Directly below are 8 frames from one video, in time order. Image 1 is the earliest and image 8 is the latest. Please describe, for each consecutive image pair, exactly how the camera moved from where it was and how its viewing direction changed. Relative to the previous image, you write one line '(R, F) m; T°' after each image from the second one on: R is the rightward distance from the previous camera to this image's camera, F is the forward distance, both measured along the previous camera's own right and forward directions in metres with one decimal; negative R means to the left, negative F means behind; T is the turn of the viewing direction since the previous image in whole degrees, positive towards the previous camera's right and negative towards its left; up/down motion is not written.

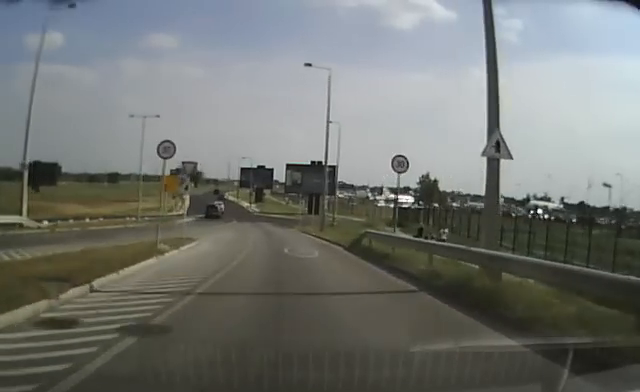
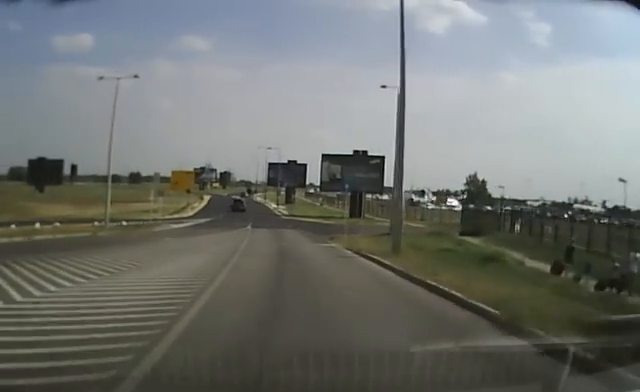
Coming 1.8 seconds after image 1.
(-0.5, +20.1) m; -2°
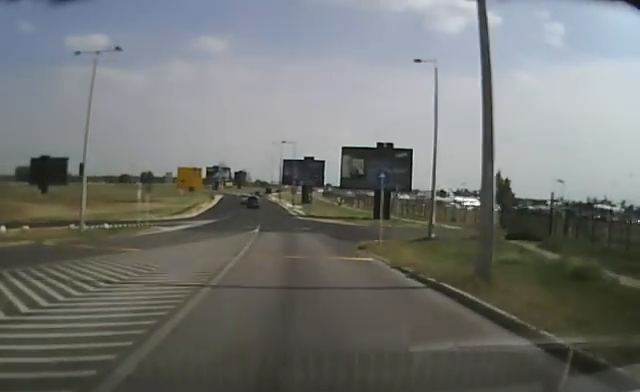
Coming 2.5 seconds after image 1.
(-0.1, +8.1) m; -1°
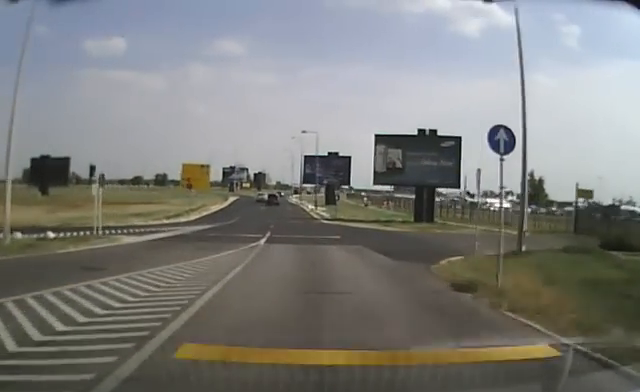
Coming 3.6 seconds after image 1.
(-0.1, +12.0) m; -1°
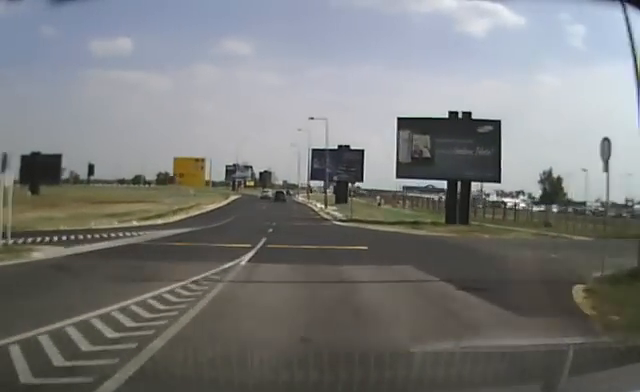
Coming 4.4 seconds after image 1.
(-0.1, +9.4) m; 0°
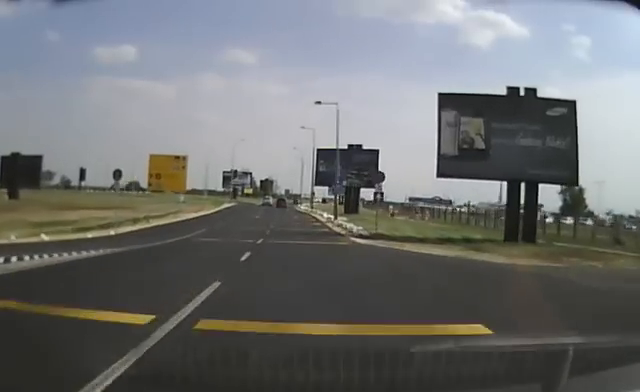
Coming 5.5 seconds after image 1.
(+0.1, +13.1) m; 0°
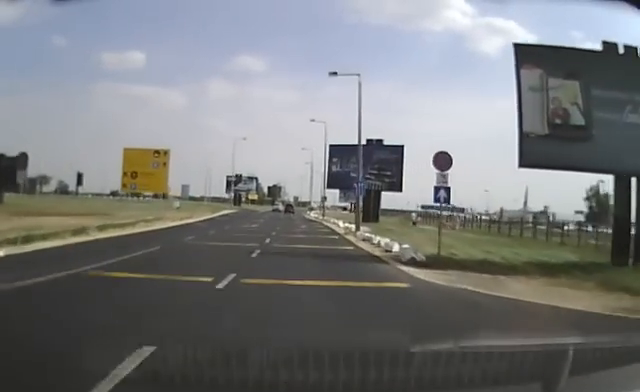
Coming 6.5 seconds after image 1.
(-0.1, +12.5) m; -1°
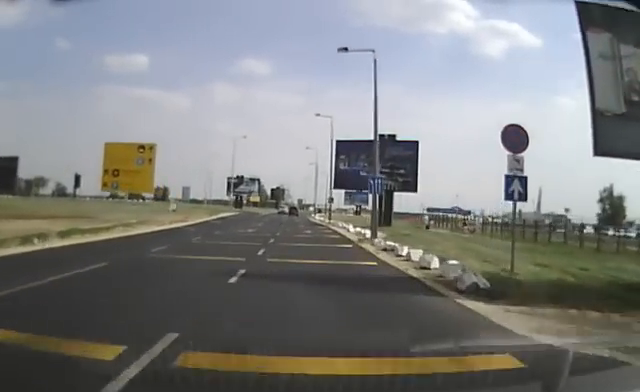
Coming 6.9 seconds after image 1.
(-0.1, +5.9) m; -1°
